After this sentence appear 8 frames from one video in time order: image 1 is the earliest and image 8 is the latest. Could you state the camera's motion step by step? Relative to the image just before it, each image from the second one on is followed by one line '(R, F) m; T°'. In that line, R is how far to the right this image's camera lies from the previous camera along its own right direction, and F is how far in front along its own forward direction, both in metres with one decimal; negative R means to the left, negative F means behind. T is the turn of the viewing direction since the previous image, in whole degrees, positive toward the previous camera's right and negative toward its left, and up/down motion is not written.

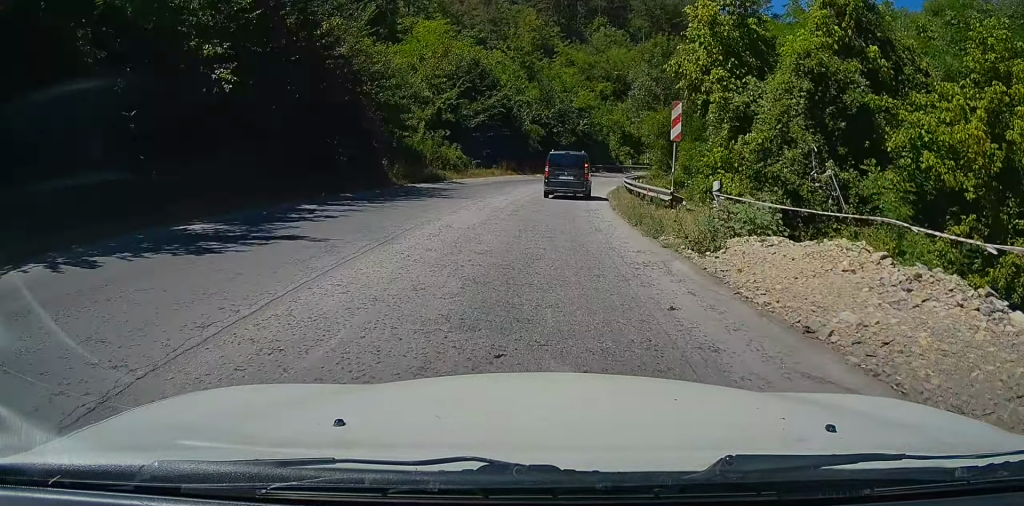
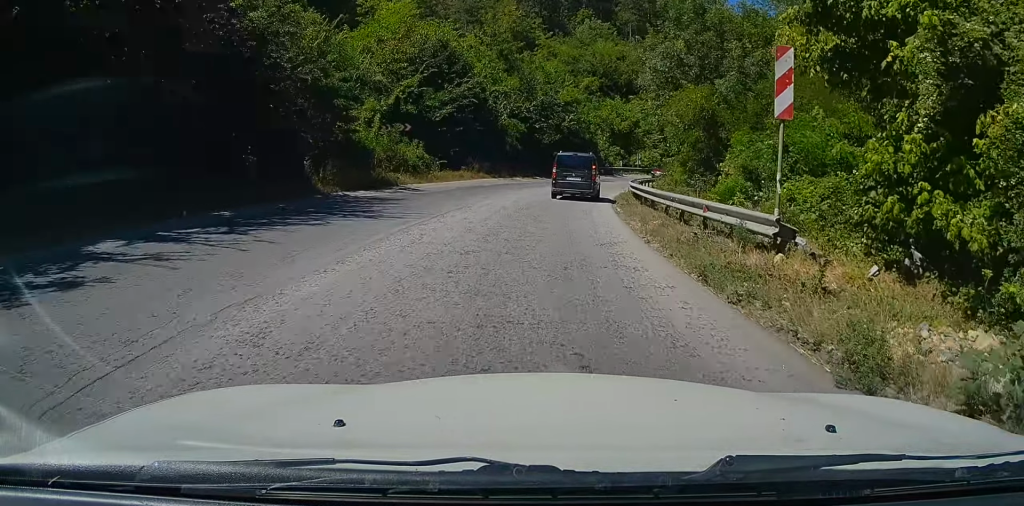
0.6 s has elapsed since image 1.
(+0.1, +7.6) m; +2°
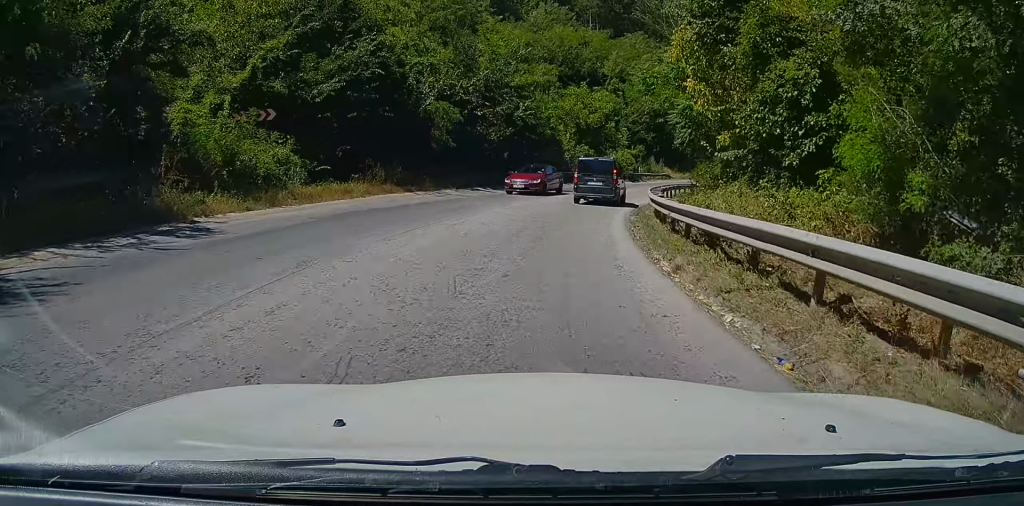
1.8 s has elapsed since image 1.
(+0.8, +14.6) m; +5°
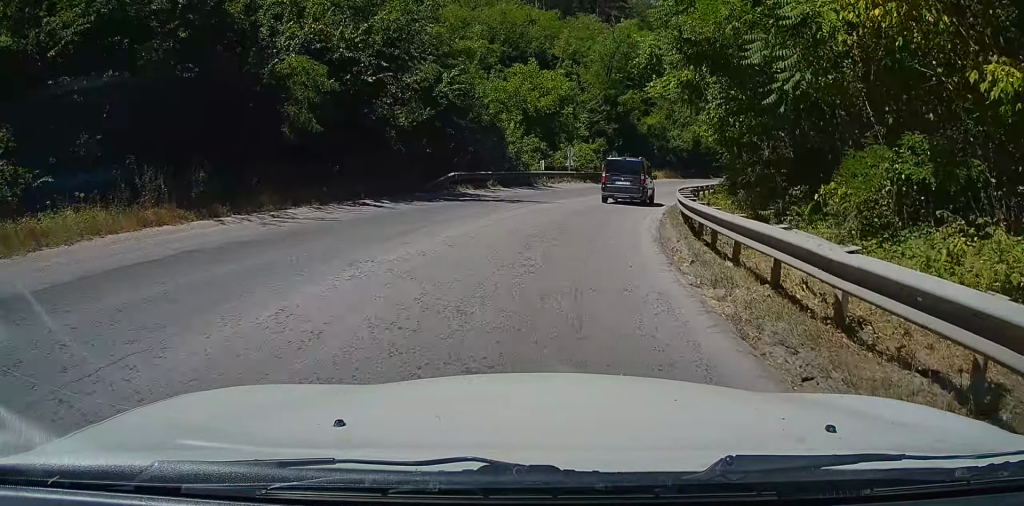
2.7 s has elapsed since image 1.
(+0.5, +13.3) m; +6°
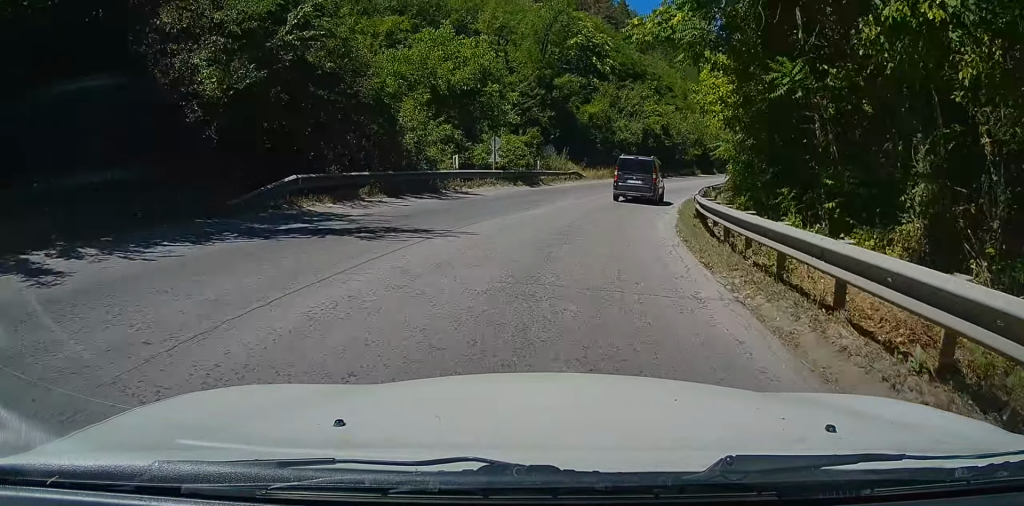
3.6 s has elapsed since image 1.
(+0.6, +11.3) m; +7°
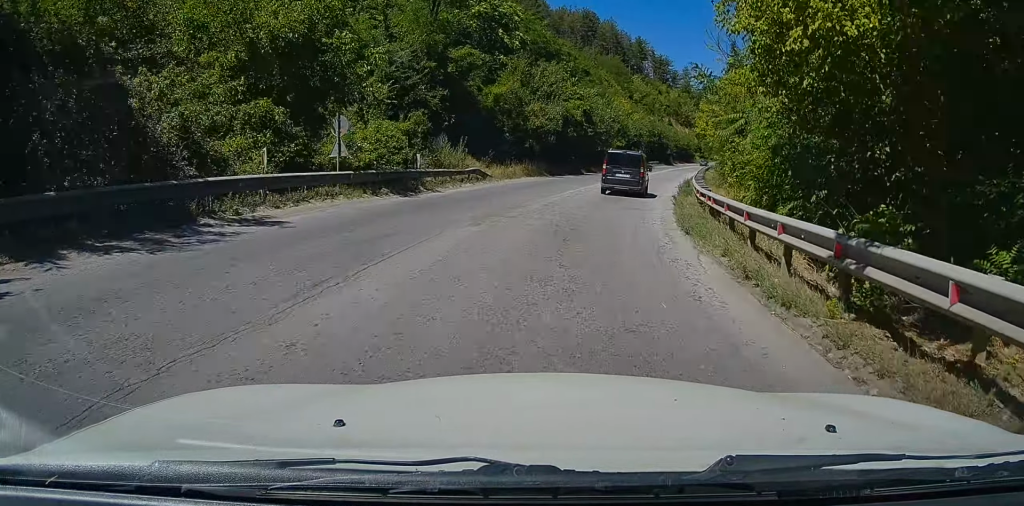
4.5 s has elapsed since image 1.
(+1.0, +12.6) m; +7°
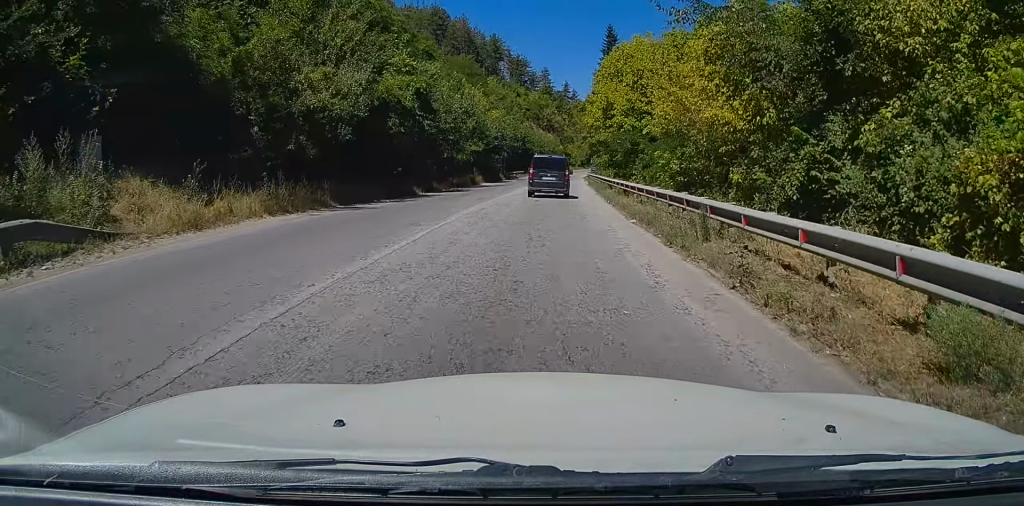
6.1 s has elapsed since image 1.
(+2.2, +23.5) m; +10°
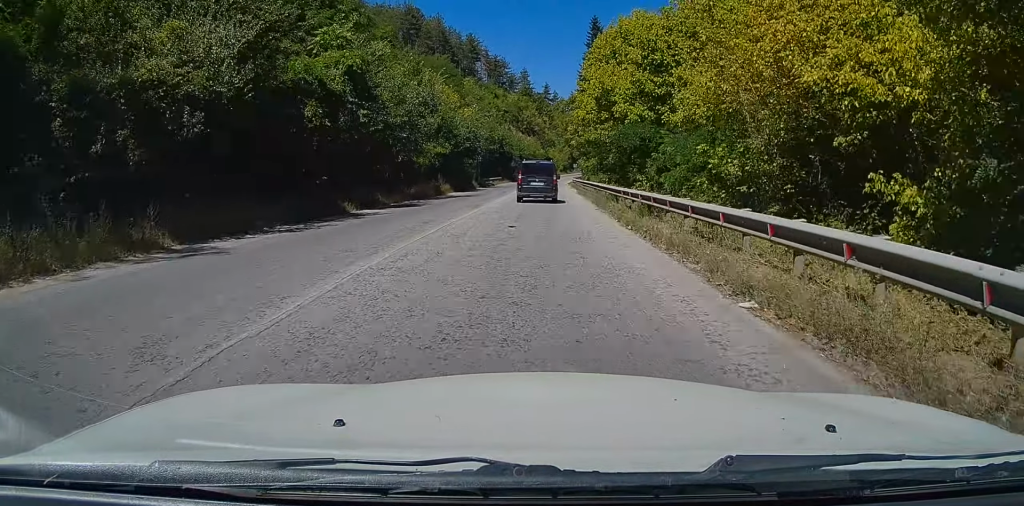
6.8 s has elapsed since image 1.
(+0.3, +9.4) m; +2°
